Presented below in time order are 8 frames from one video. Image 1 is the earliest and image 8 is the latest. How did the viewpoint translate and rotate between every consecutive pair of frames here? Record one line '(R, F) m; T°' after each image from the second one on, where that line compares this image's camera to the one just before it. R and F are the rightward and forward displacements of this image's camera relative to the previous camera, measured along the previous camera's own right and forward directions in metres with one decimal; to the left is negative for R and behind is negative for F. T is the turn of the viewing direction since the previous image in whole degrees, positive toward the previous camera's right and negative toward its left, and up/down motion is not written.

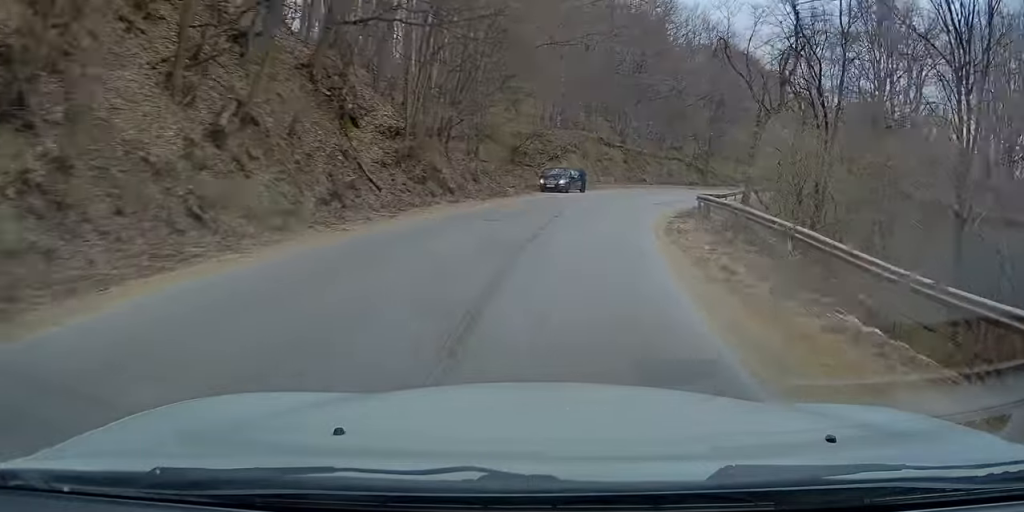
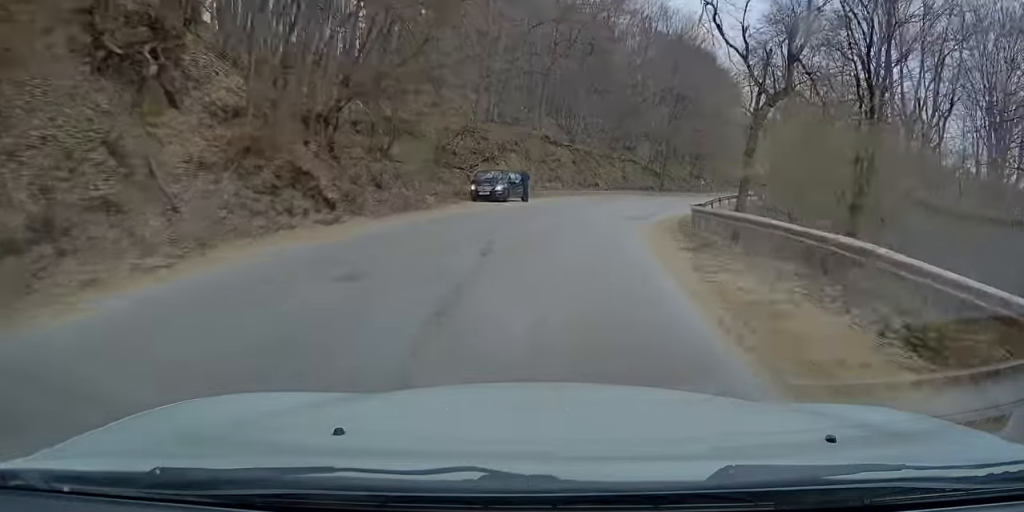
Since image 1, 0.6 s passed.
(+0.4, +9.5) m; +7°
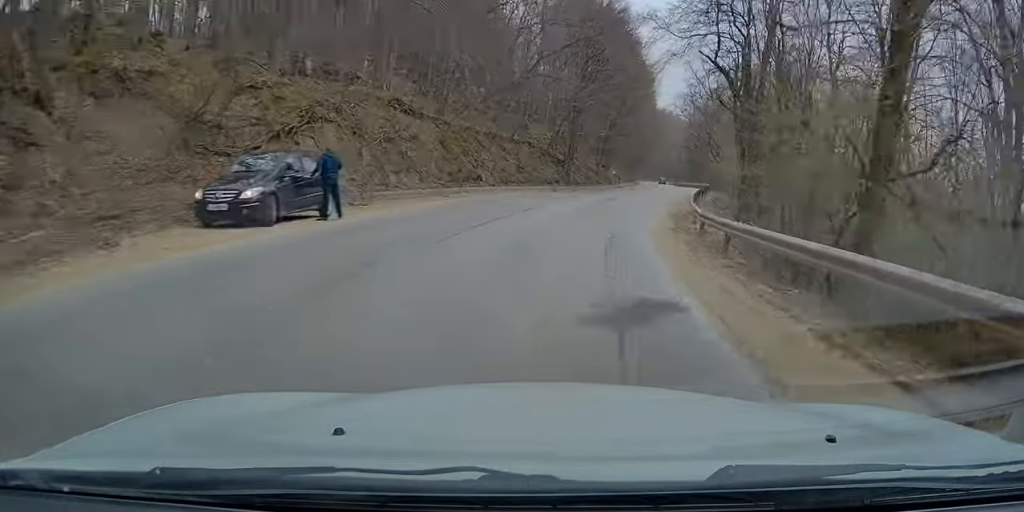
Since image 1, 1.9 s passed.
(+2.1, +20.3) m; +9°
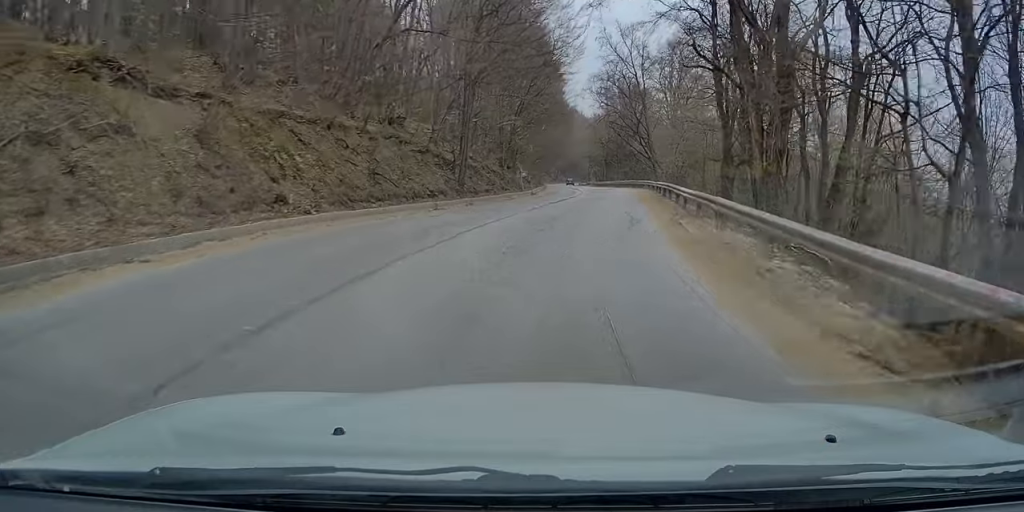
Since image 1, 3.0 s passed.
(+1.0, +17.7) m; +6°
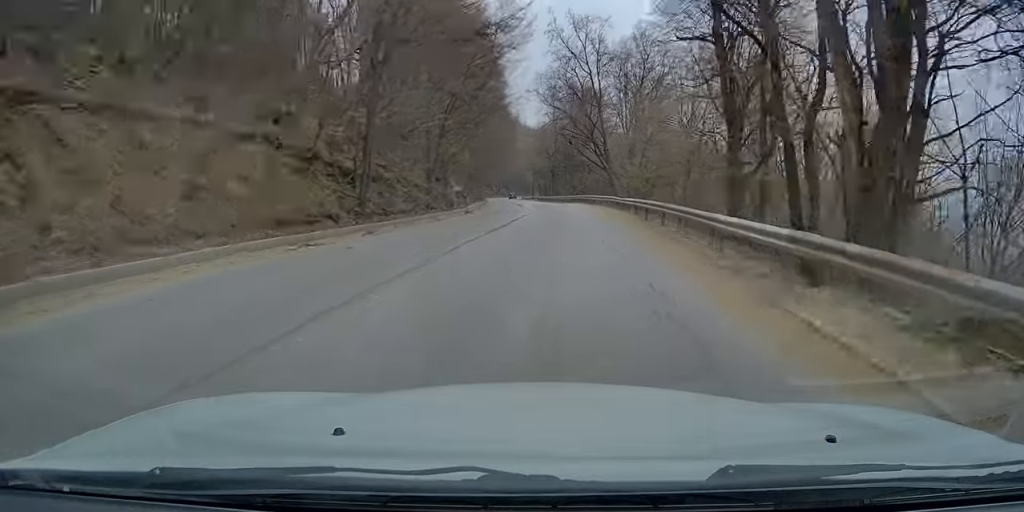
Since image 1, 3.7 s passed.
(+0.2, +10.9) m; +4°
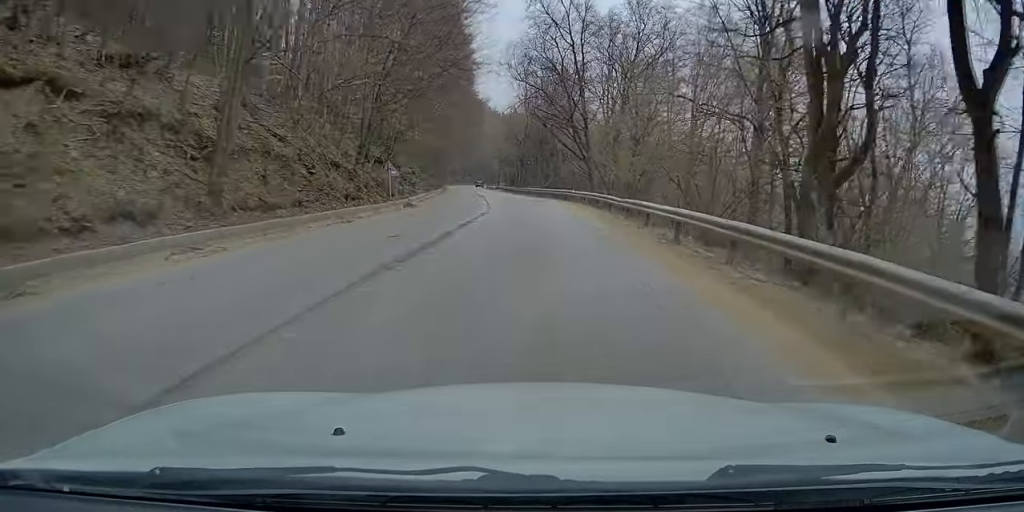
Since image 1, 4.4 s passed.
(+0.5, +10.5) m; +2°
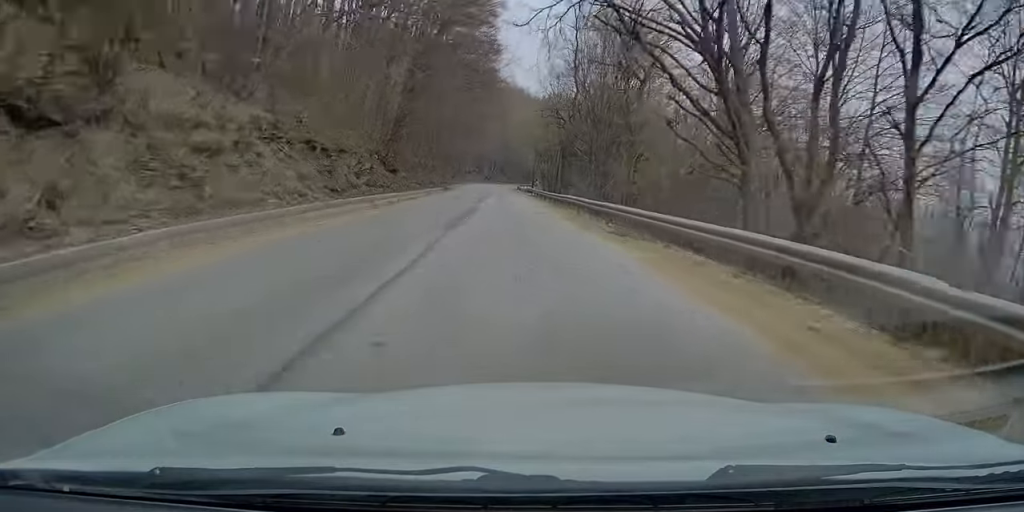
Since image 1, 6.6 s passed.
(+0.2, +33.6) m; 0°
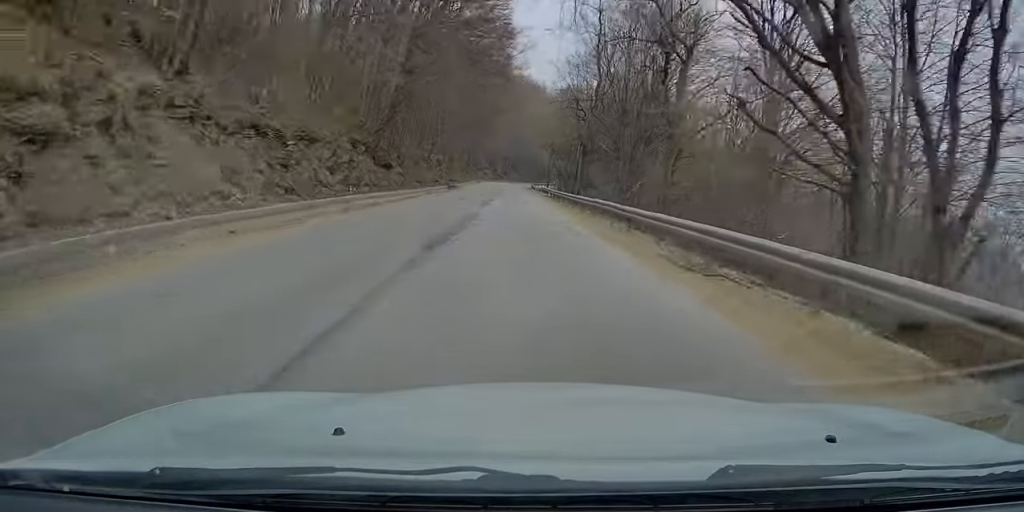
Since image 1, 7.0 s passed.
(0.0, +6.5) m; 0°
